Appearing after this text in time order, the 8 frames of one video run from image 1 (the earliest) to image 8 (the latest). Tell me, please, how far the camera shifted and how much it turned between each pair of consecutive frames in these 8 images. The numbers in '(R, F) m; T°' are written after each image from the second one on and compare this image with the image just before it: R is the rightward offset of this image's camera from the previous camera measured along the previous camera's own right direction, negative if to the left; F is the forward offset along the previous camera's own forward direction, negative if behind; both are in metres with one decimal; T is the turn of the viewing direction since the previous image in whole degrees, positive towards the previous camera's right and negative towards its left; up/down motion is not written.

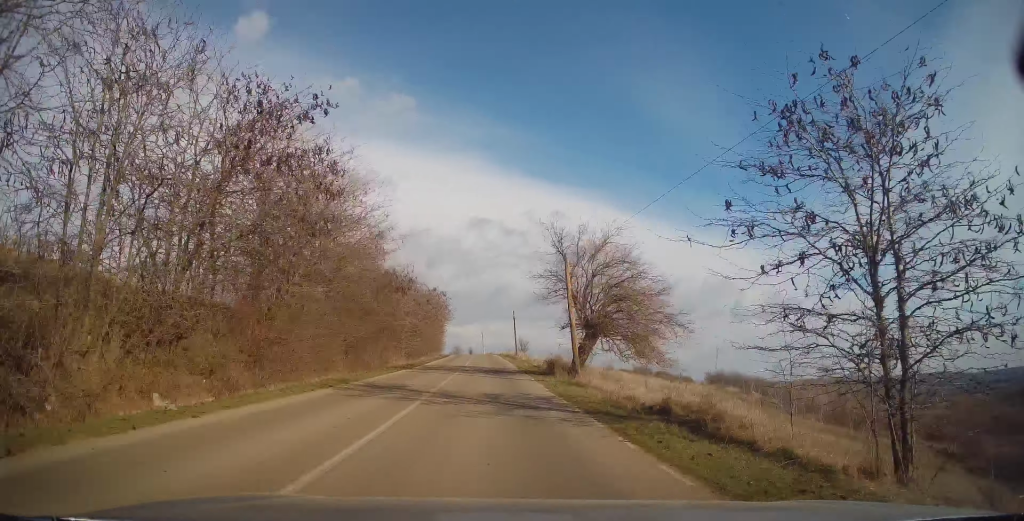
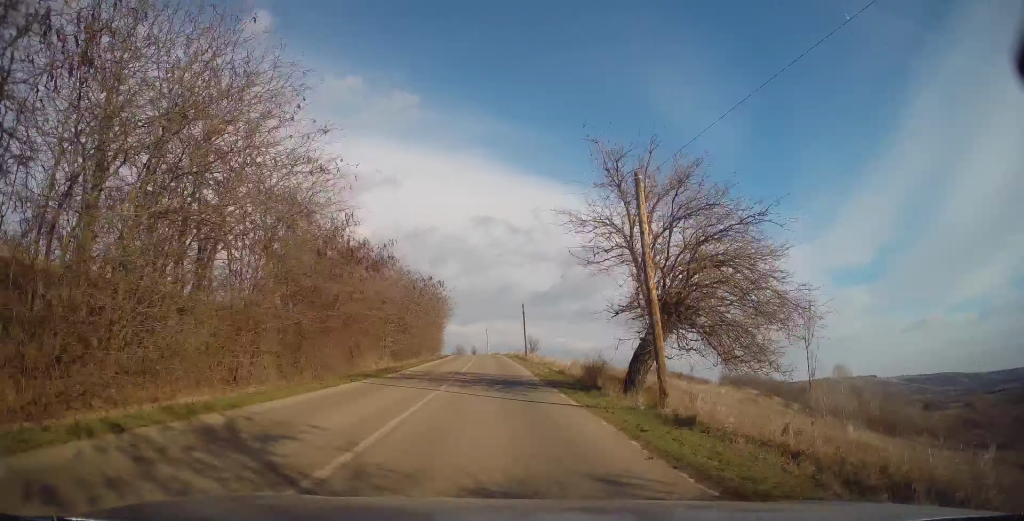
(-0.1, +10.4) m; 0°
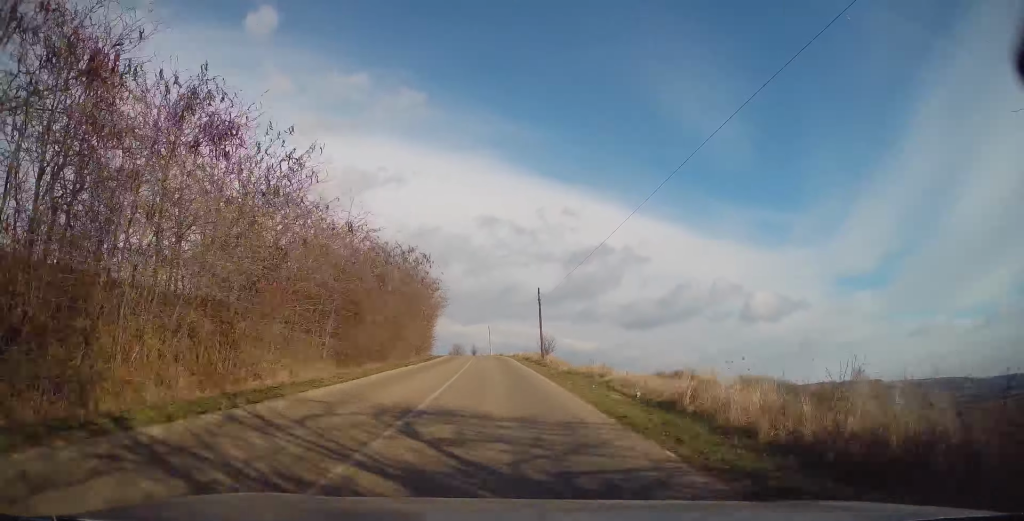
(+0.1, +16.6) m; +1°
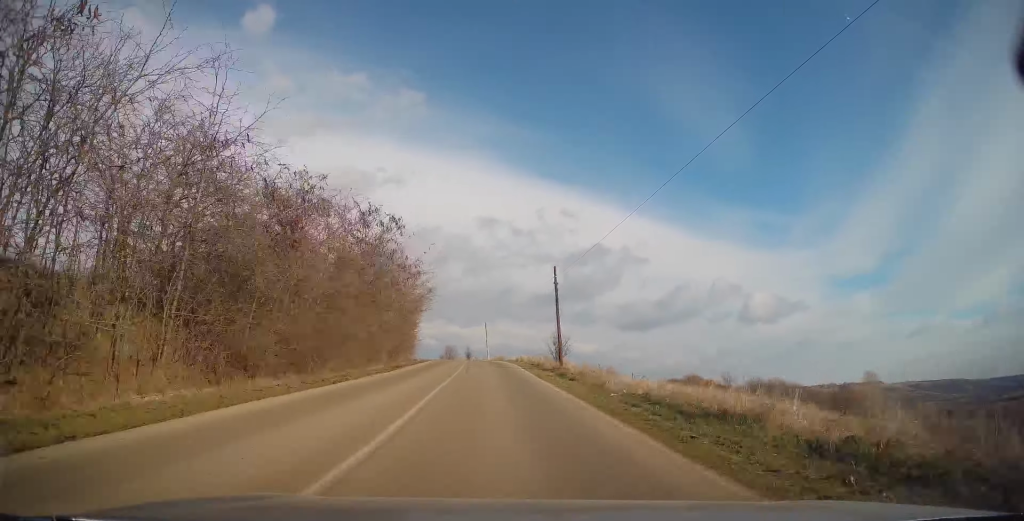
(+0.1, +12.8) m; 0°
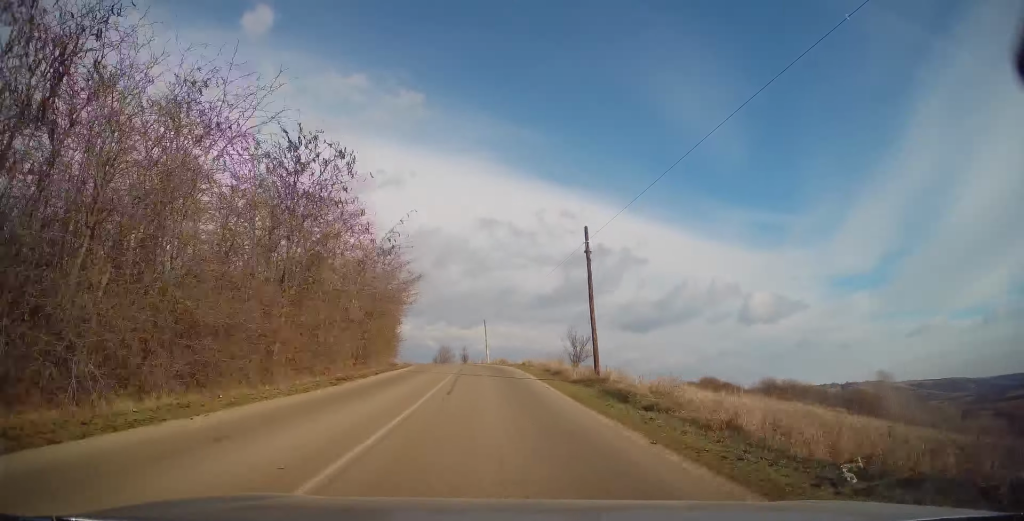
(+0.4, +10.9) m; -1°
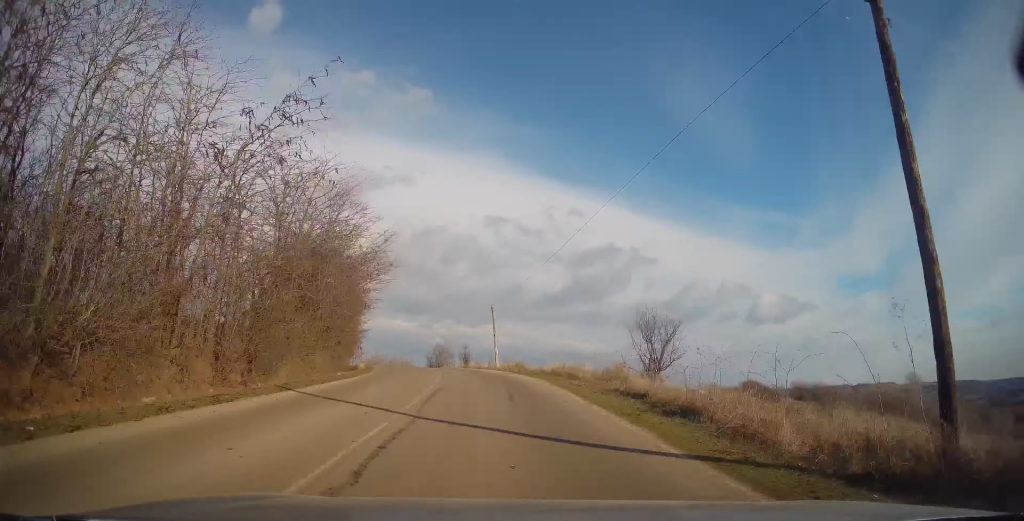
(-0.9, +16.7) m; -2°
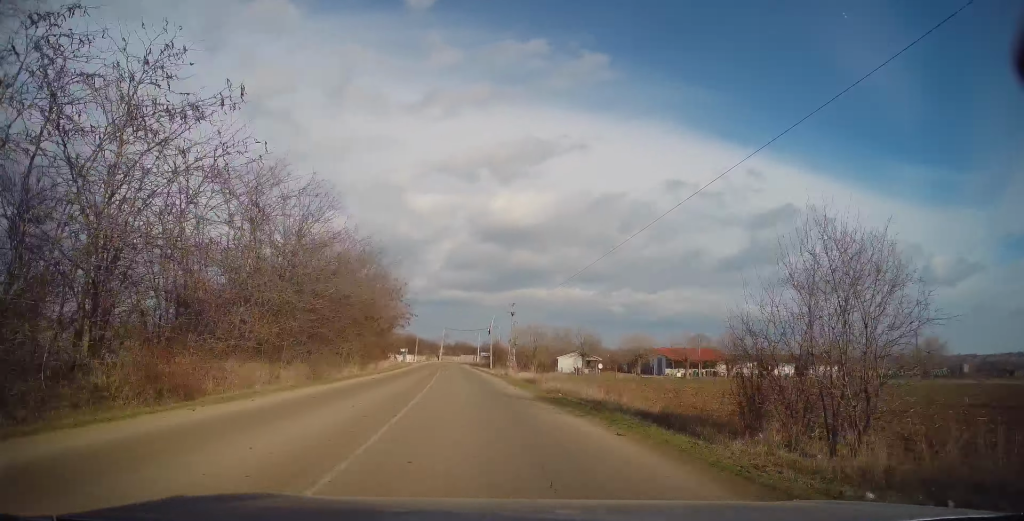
(-6.4, +52.7) m; -16°
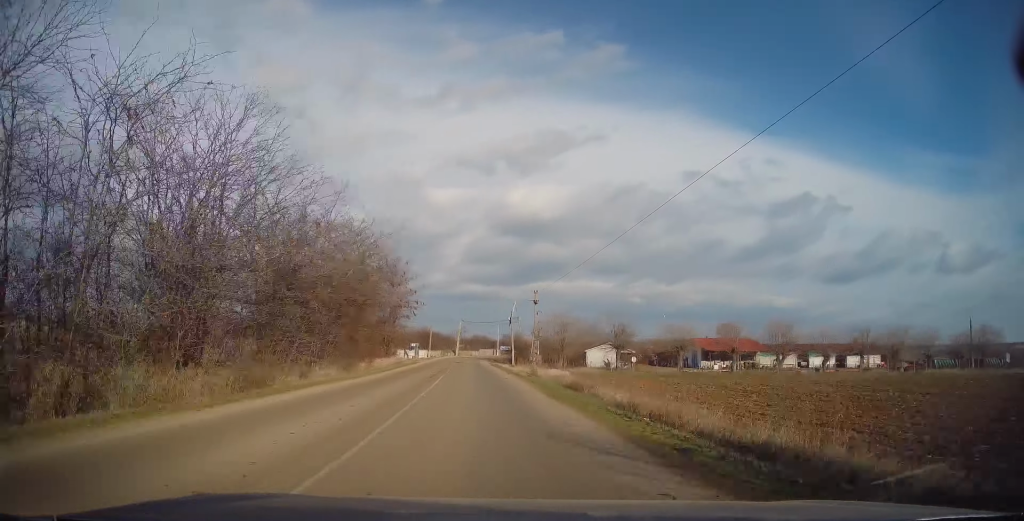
(-0.2, +9.4) m; -2°
